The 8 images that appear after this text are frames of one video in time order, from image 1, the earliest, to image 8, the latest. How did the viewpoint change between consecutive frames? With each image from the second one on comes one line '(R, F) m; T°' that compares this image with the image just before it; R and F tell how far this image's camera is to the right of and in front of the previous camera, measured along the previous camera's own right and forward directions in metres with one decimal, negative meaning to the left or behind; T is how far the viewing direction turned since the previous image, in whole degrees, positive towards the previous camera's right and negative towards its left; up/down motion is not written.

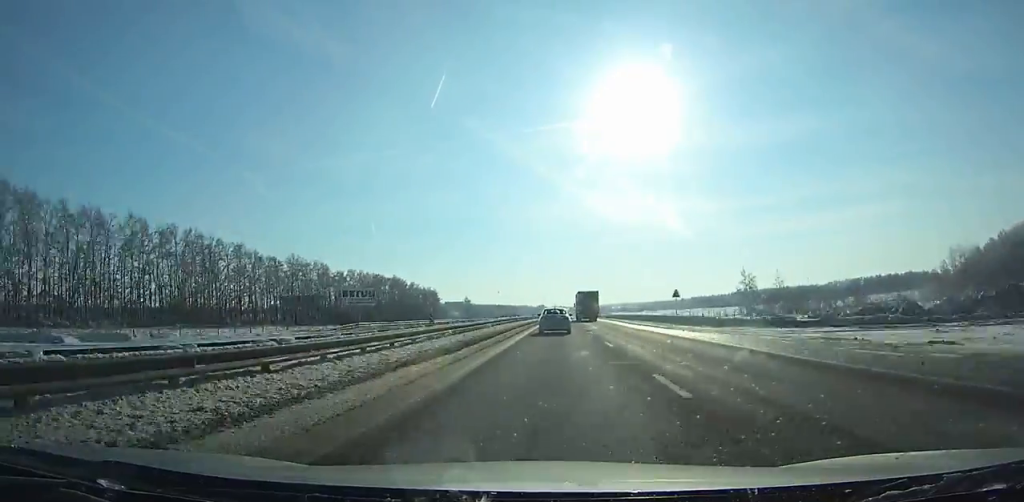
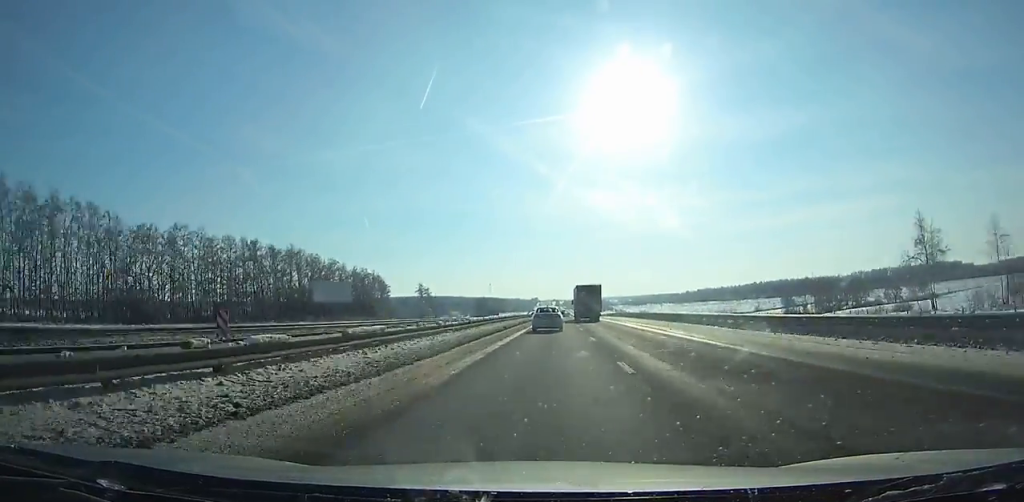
(+0.4, +94.2) m; 0°
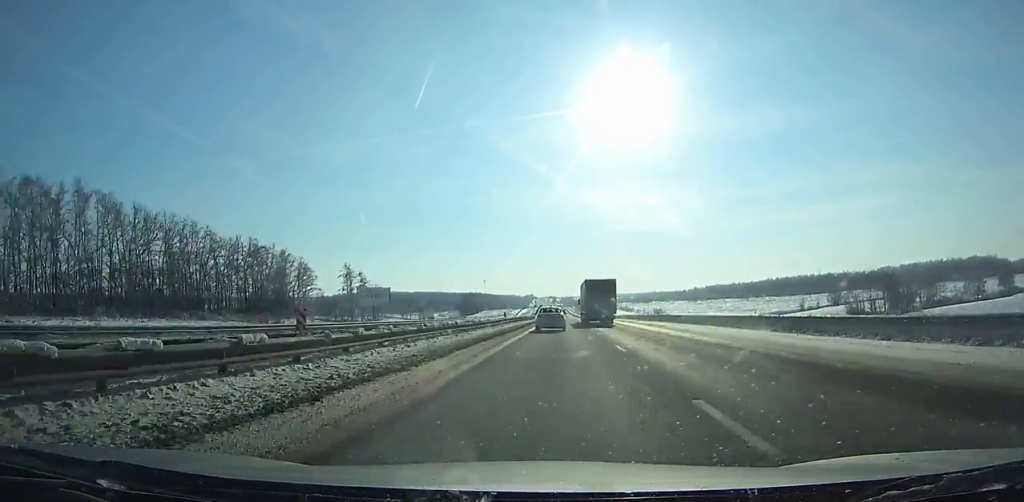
(+0.3, +78.7) m; 0°
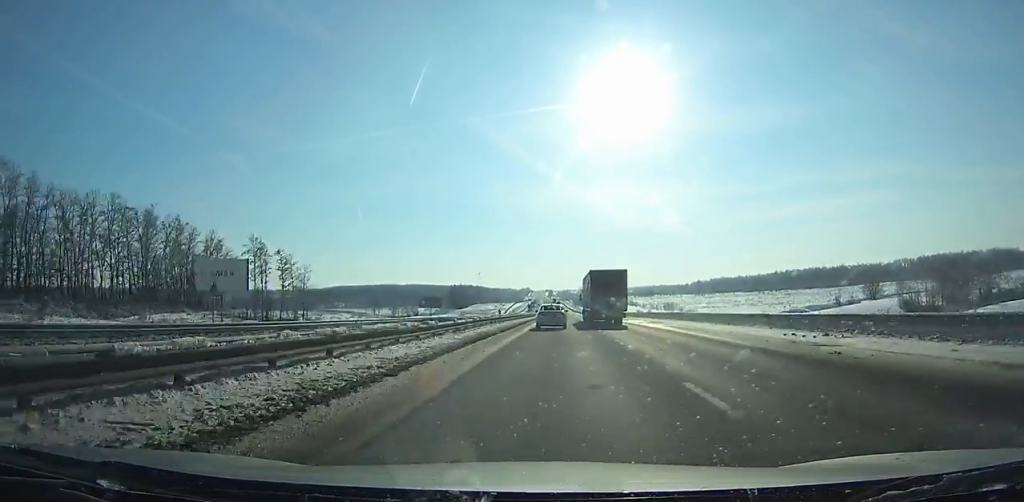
(+0.2, +47.8) m; 0°
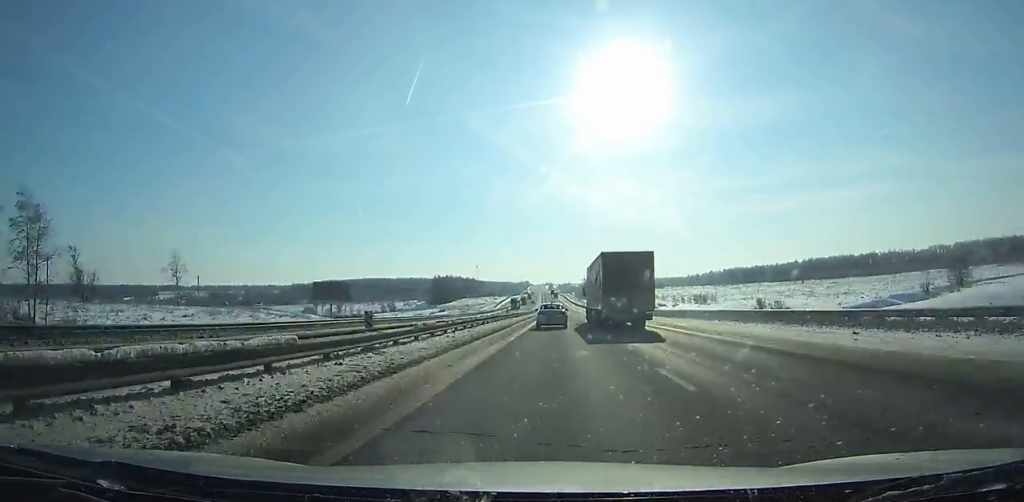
(0.0, +69.3) m; 0°
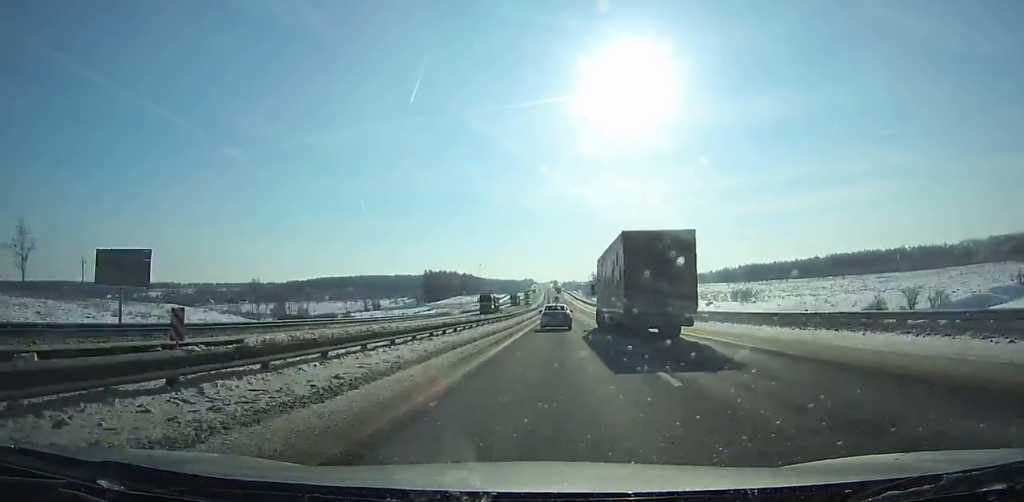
(-0.2, +48.8) m; 0°
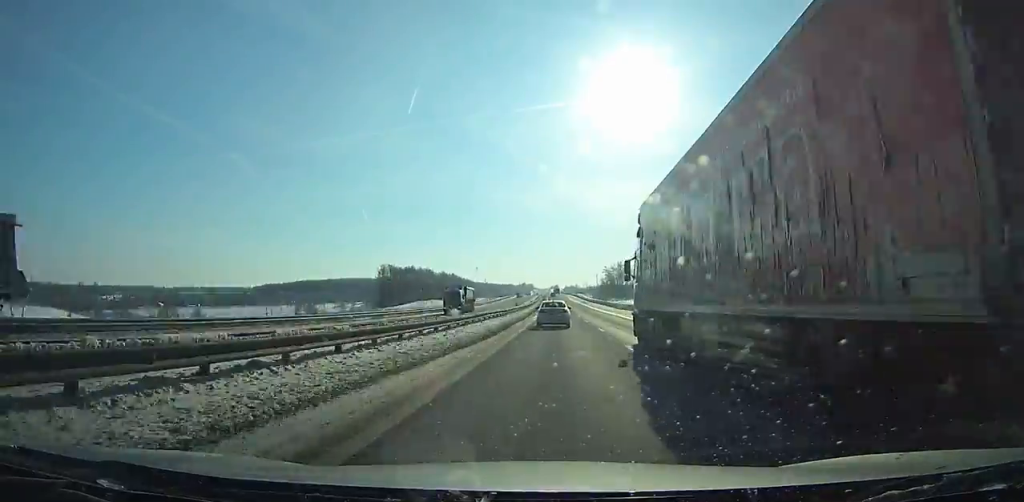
(-0.3, +101.6) m; 0°
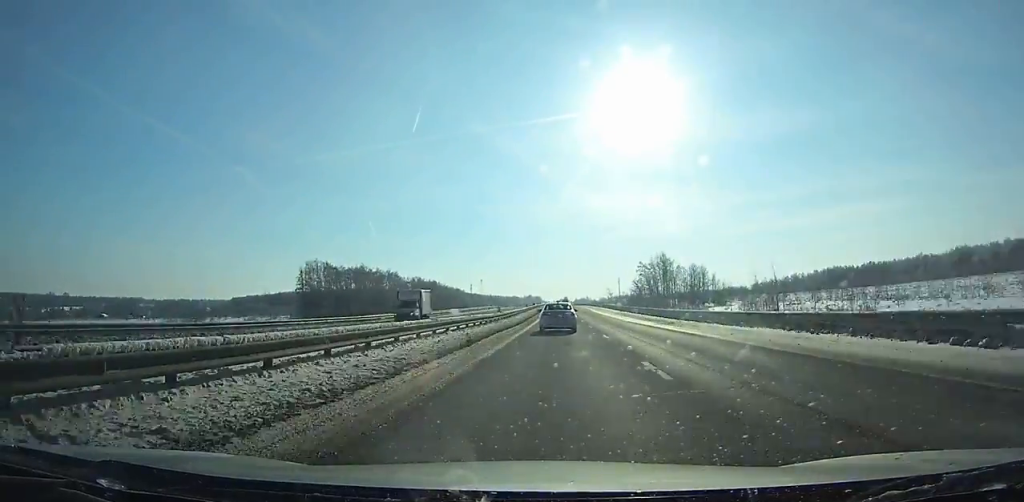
(-0.4, +98.6) m; -1°
